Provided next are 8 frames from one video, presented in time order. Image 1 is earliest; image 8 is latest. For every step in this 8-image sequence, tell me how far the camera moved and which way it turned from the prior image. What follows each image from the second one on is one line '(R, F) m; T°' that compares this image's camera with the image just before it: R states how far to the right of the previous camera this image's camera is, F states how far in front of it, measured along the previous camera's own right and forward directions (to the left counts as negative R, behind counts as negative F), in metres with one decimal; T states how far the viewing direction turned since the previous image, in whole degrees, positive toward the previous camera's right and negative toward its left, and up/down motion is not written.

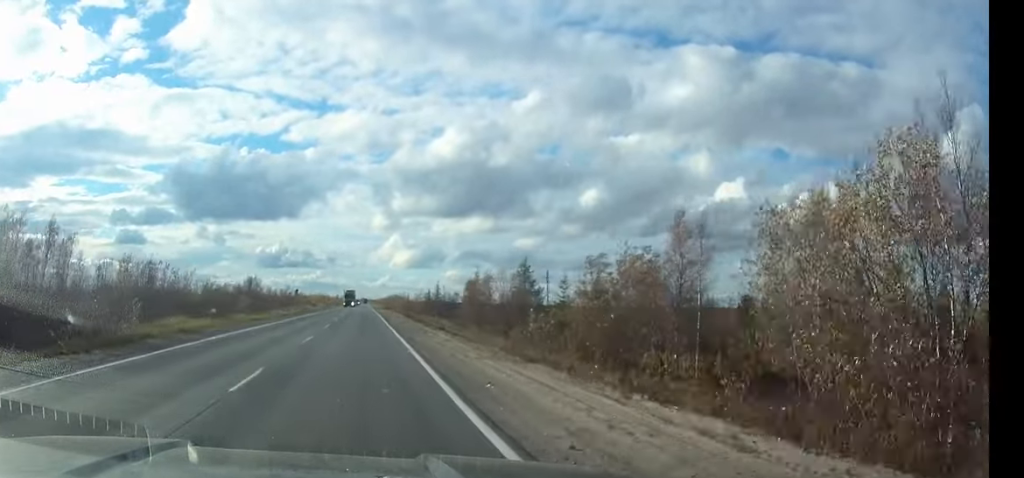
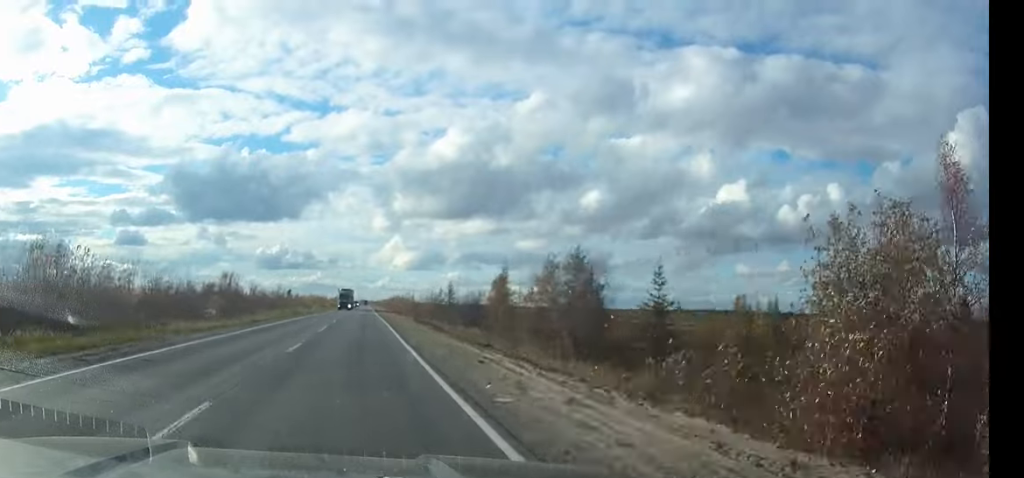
(0.0, +16.4) m; 0°
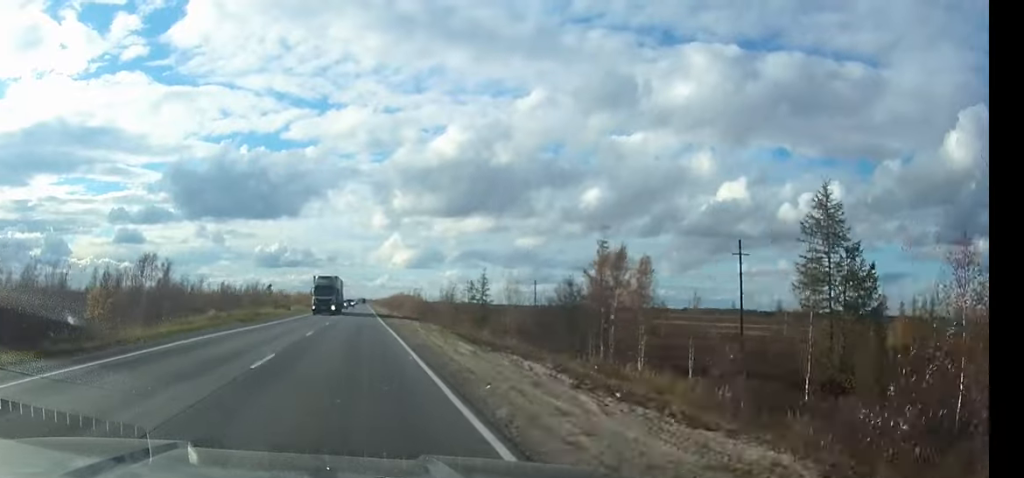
(0.0, +28.6) m; 0°
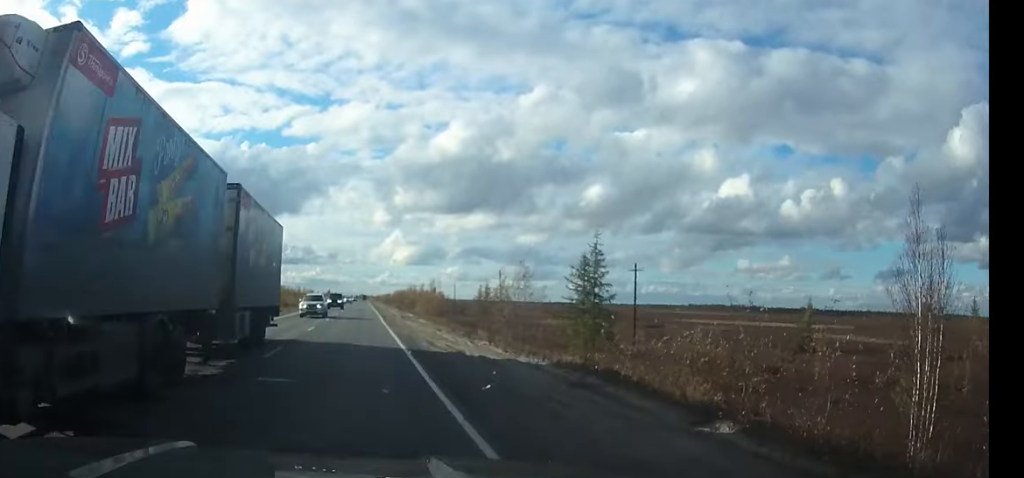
(-0.1, +33.5) m; 0°
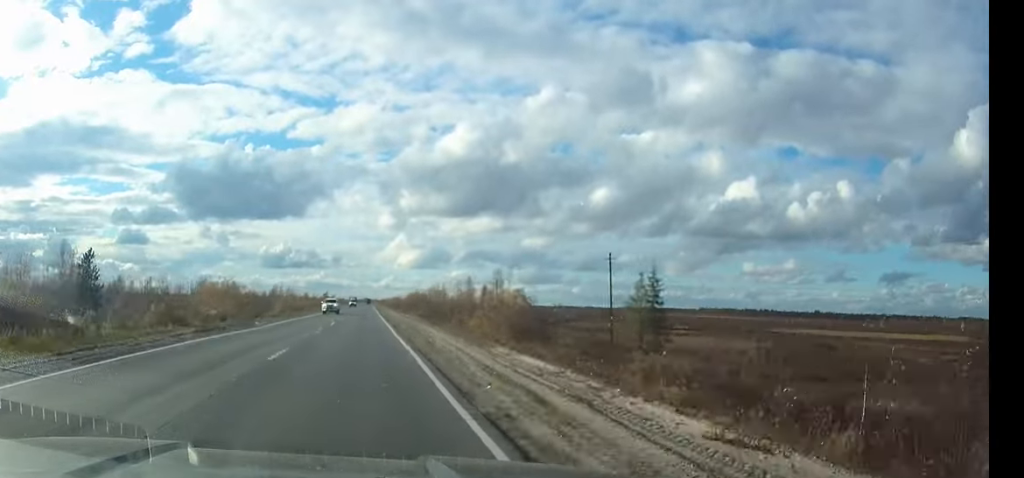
(-0.1, +48.7) m; 0°
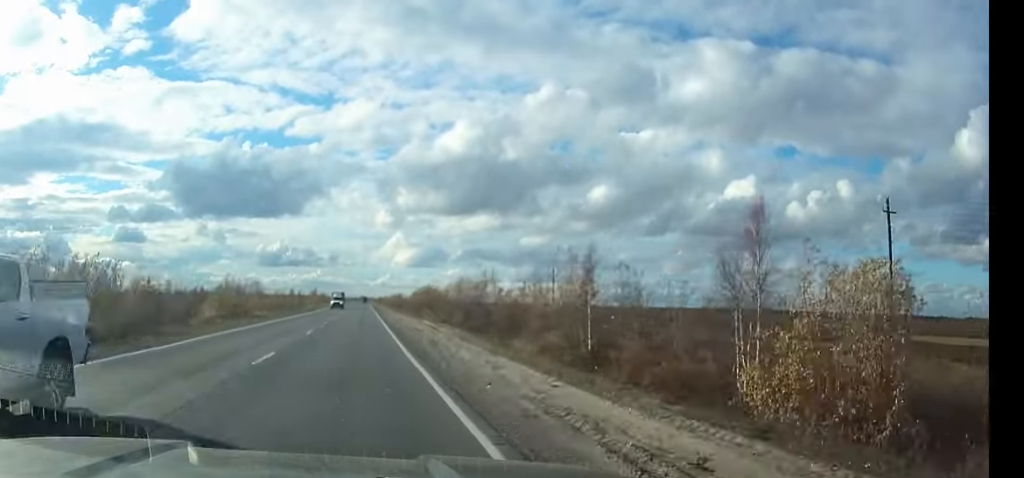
(0.0, +37.3) m; 0°
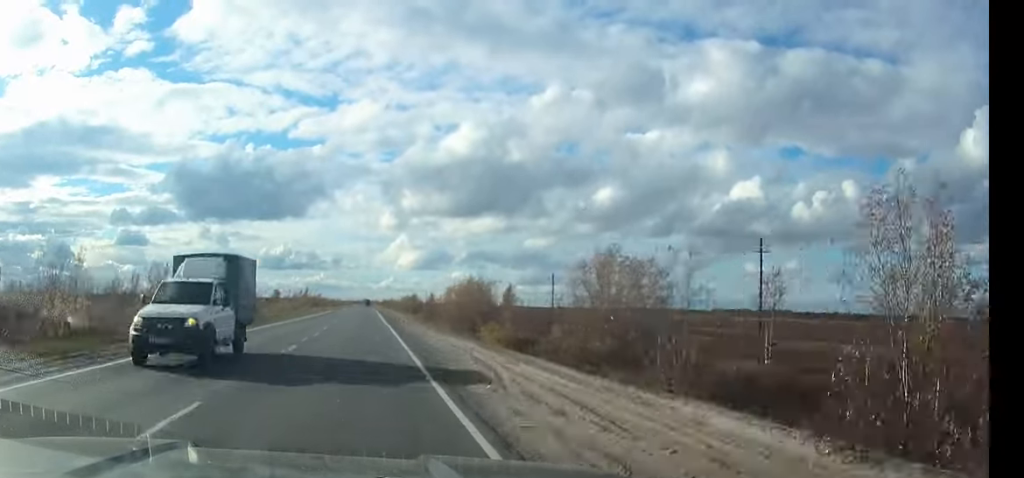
(0.0, +42.4) m; 0°
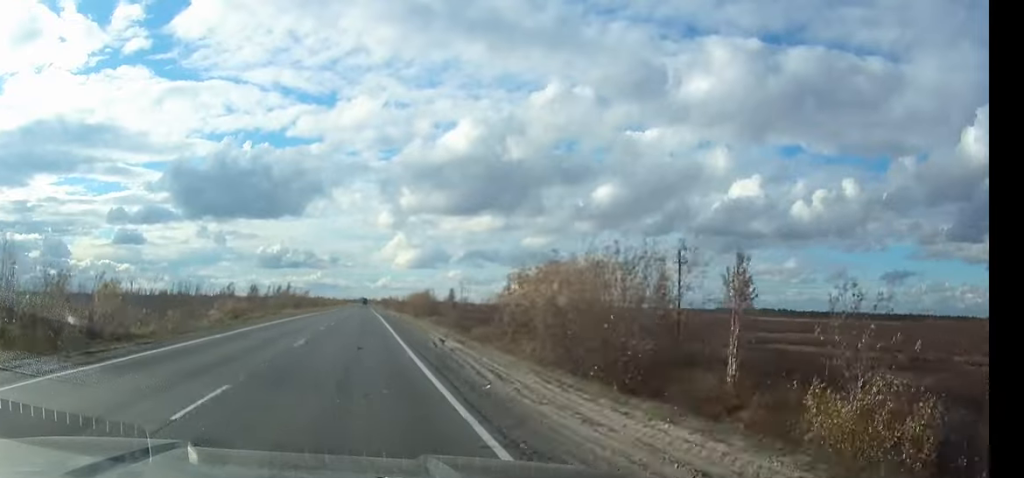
(0.0, +34.7) m; 0°
